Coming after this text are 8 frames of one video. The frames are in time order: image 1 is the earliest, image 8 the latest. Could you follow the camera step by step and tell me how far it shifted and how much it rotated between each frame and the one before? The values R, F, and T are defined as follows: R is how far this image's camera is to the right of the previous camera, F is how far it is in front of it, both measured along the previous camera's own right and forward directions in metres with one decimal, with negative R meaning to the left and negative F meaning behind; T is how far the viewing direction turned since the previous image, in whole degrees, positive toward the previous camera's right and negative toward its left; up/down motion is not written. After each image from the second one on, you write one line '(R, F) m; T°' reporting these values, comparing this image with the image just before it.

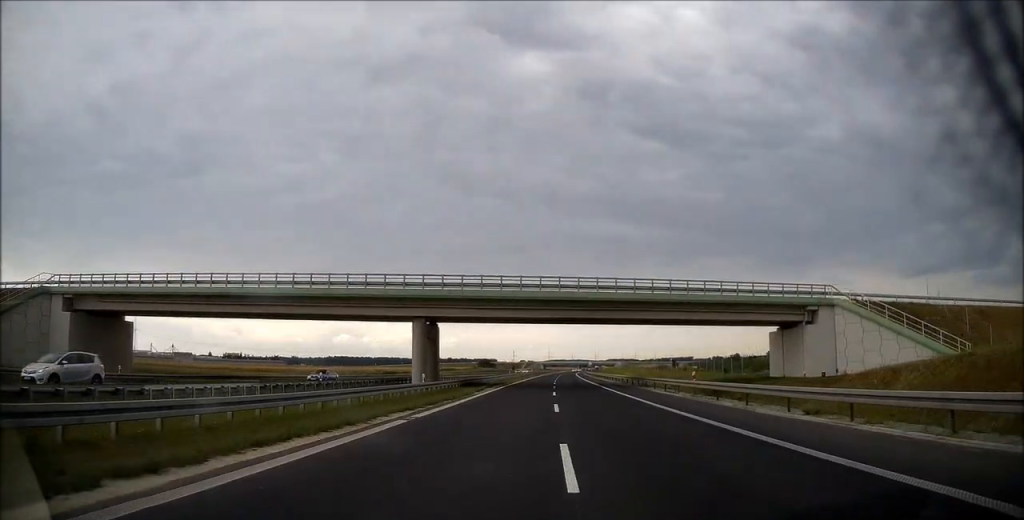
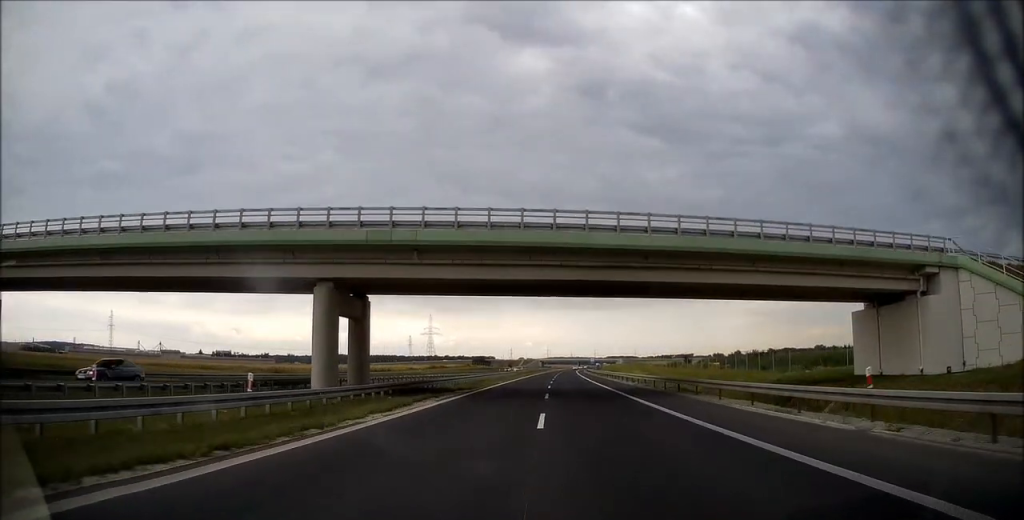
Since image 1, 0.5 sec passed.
(0.0, +17.6) m; 0°
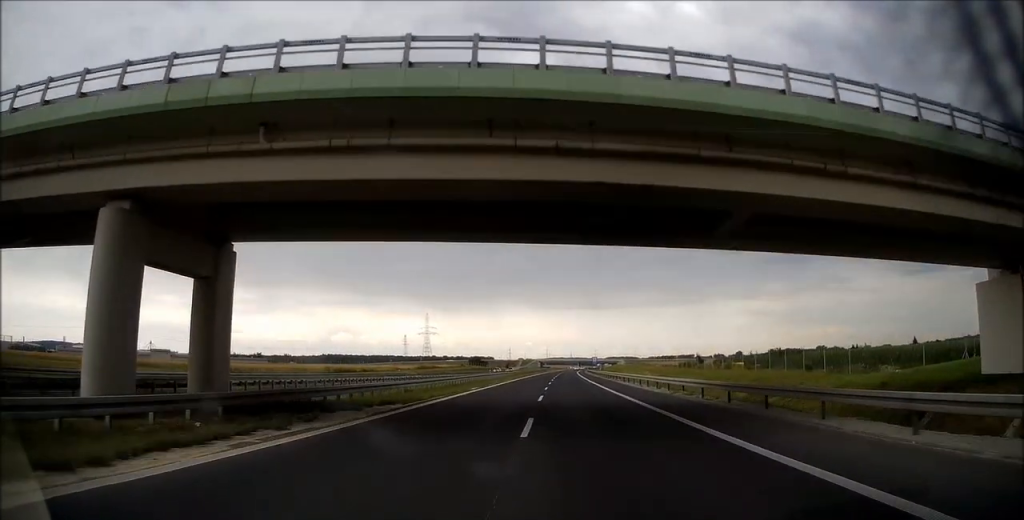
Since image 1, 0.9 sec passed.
(0.0, +14.1) m; 0°
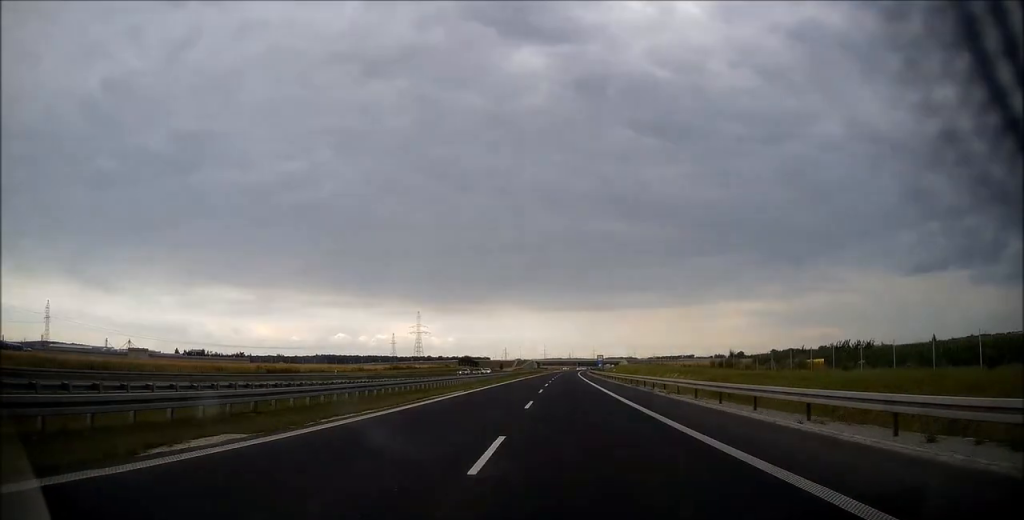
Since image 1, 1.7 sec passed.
(+0.1, +28.1) m; 0°
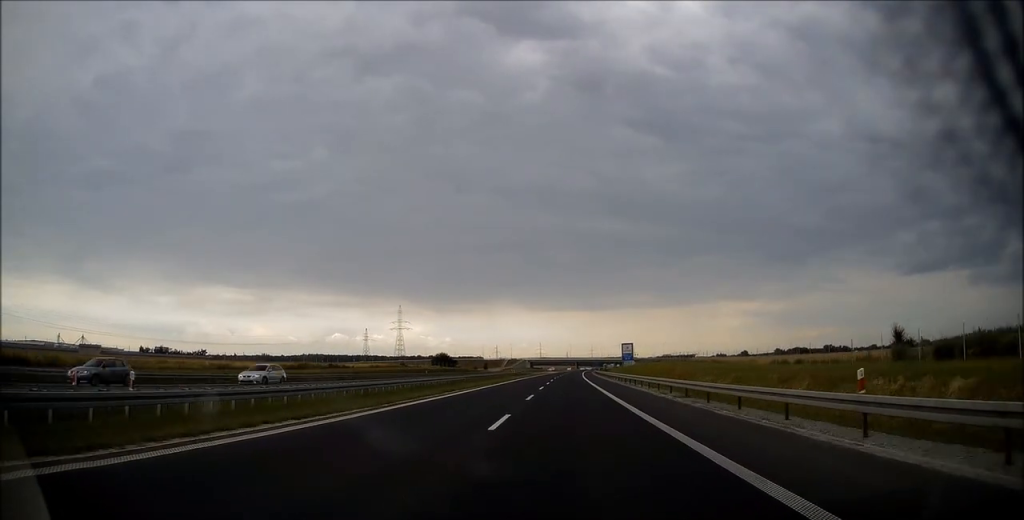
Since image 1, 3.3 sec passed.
(+0.3, +55.8) m; 0°
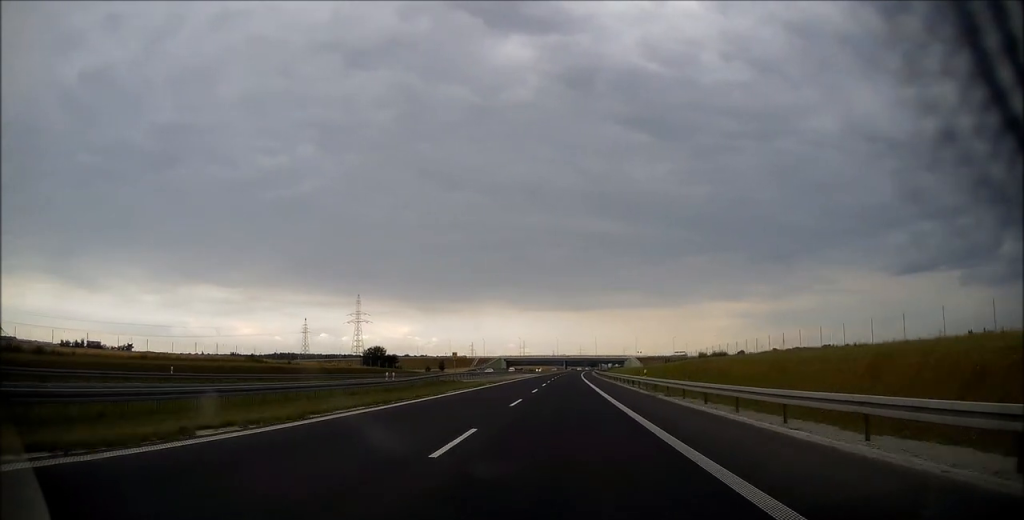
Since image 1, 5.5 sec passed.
(+0.5, +76.7) m; +1°
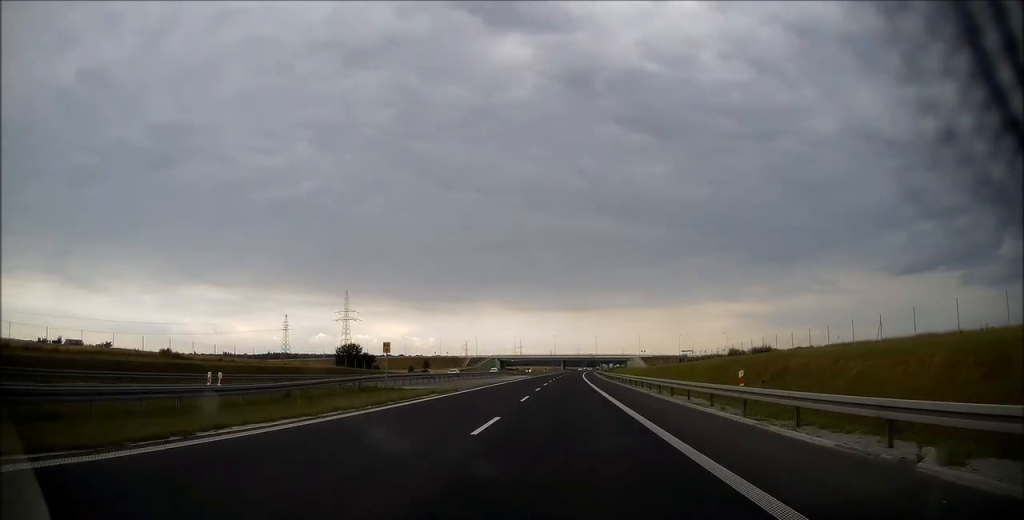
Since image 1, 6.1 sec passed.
(+0.1, +20.9) m; 0°
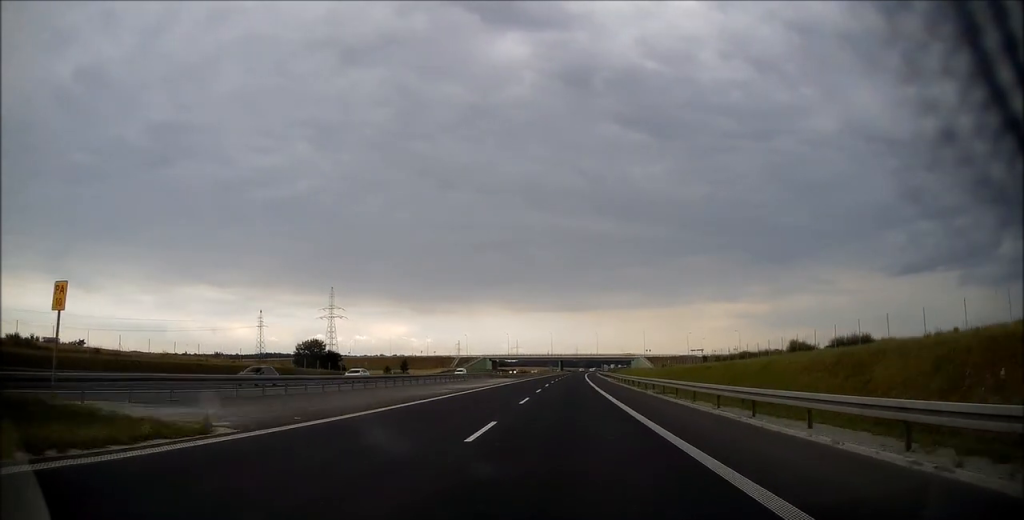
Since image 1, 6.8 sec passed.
(0.0, +24.4) m; 0°
